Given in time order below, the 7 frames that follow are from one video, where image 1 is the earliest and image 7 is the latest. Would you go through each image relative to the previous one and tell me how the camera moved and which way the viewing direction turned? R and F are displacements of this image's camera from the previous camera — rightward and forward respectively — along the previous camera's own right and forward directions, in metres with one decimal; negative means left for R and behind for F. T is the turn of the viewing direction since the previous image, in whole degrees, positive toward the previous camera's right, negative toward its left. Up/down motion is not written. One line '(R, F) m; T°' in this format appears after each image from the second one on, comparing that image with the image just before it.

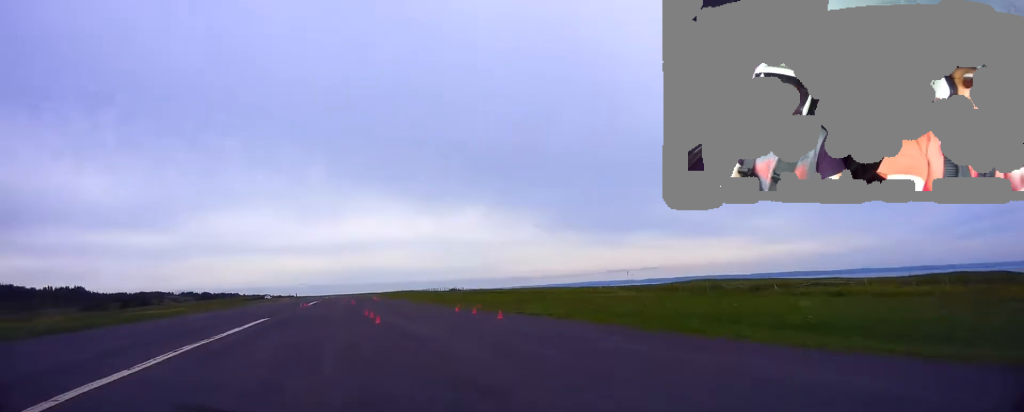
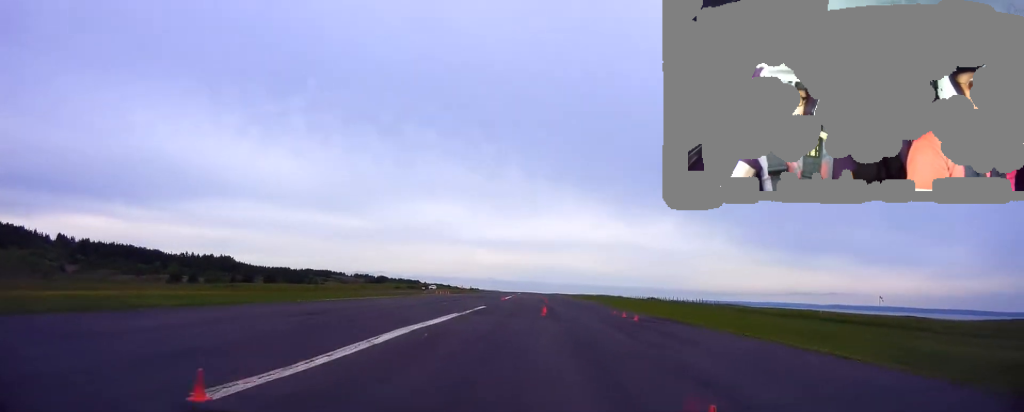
(-16.1, +49.0) m; -21°
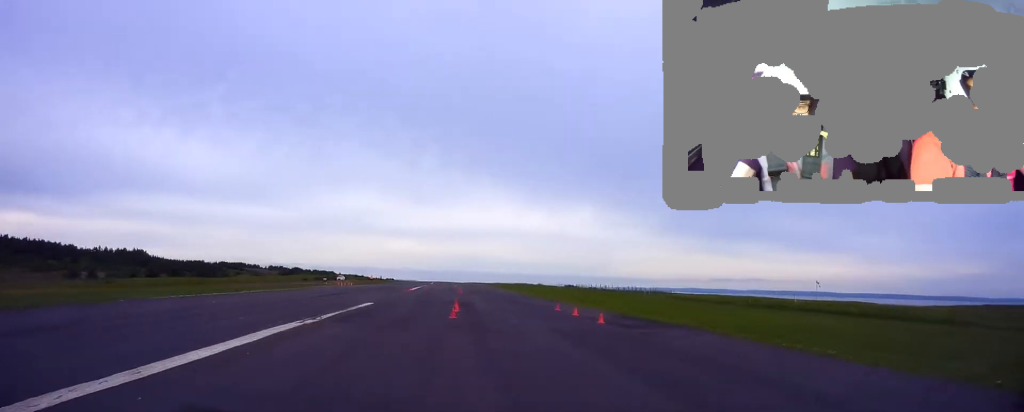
(+0.9, +11.4) m; +2°
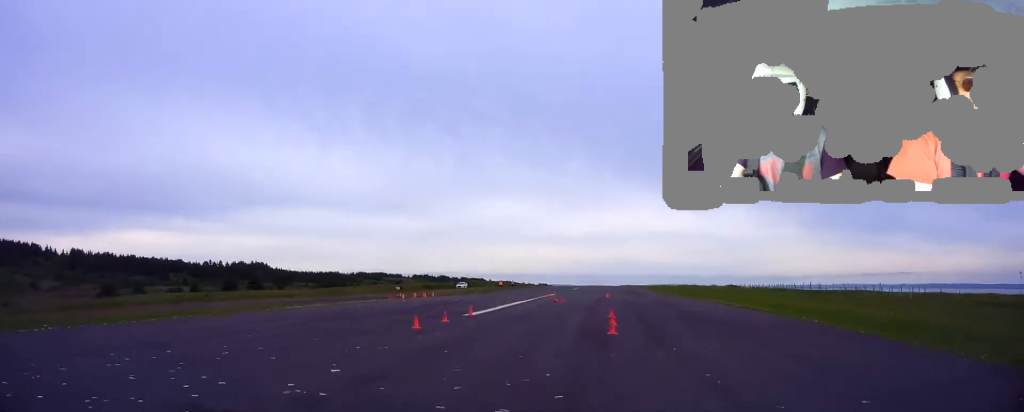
(+0.2, +36.8) m; -2°
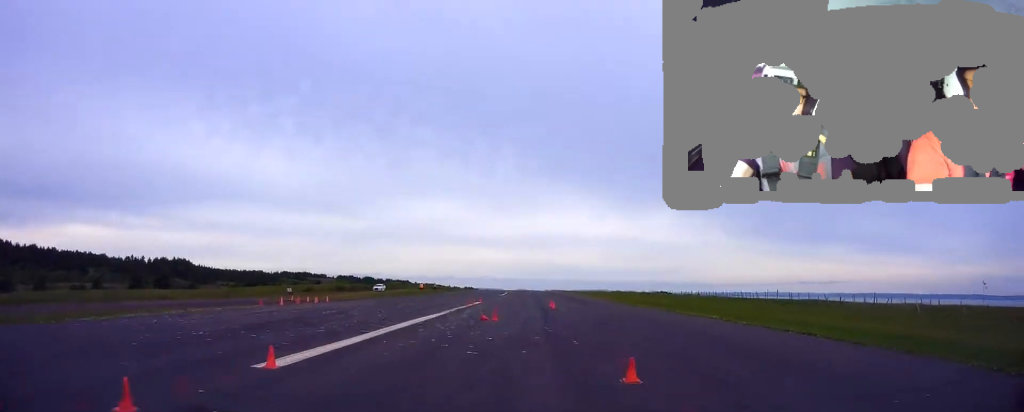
(-0.4, +12.3) m; -1°
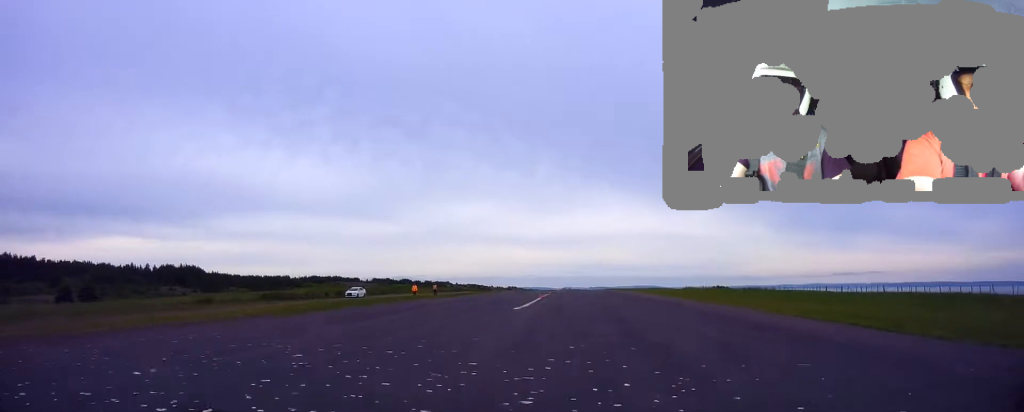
(-0.6, +40.1) m; -1°
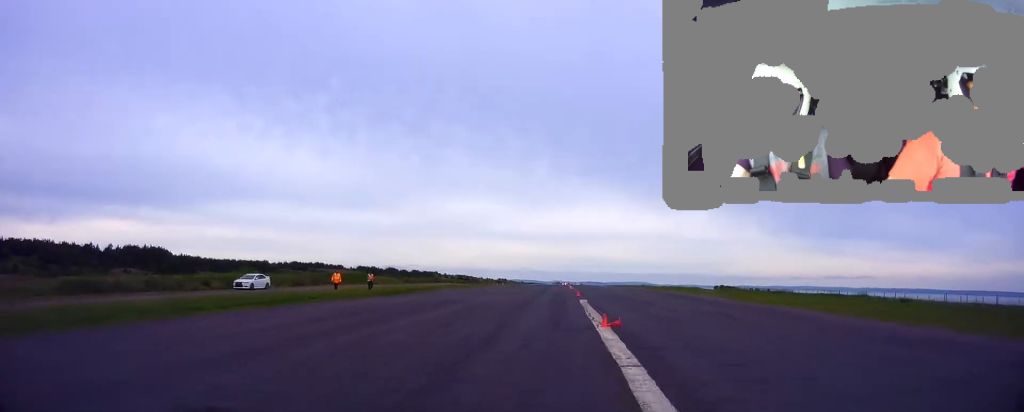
(+0.1, +31.3) m; +1°
